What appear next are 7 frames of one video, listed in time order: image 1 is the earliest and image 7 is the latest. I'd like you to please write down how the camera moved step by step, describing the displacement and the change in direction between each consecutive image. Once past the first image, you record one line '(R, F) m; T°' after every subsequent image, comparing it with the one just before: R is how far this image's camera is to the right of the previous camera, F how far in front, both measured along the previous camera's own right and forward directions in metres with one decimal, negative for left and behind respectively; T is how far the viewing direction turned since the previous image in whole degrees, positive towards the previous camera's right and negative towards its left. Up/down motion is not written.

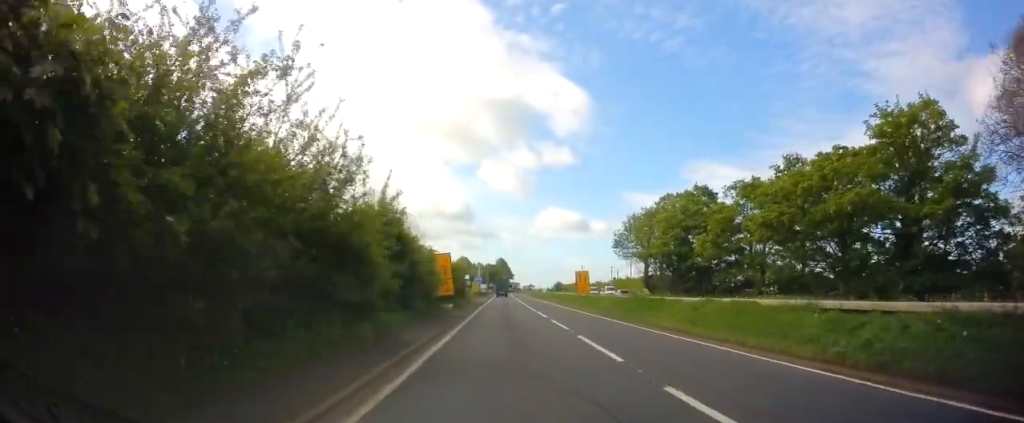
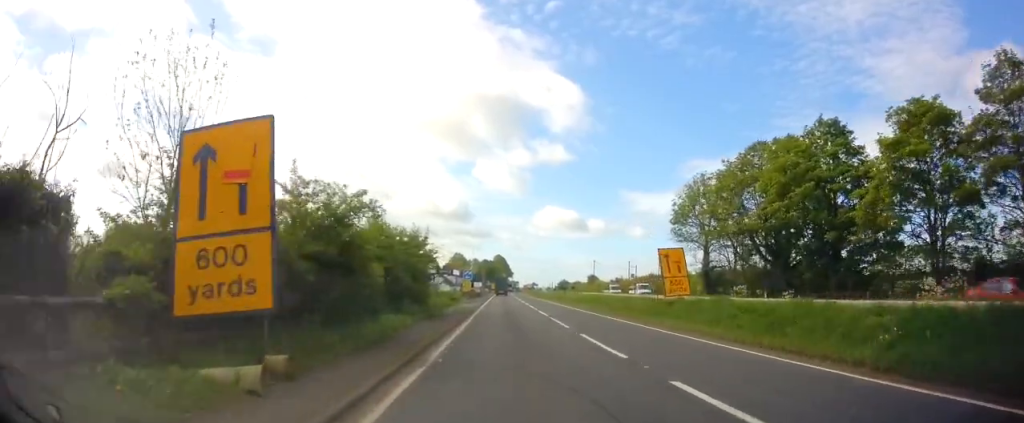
(-0.1, +25.4) m; 0°
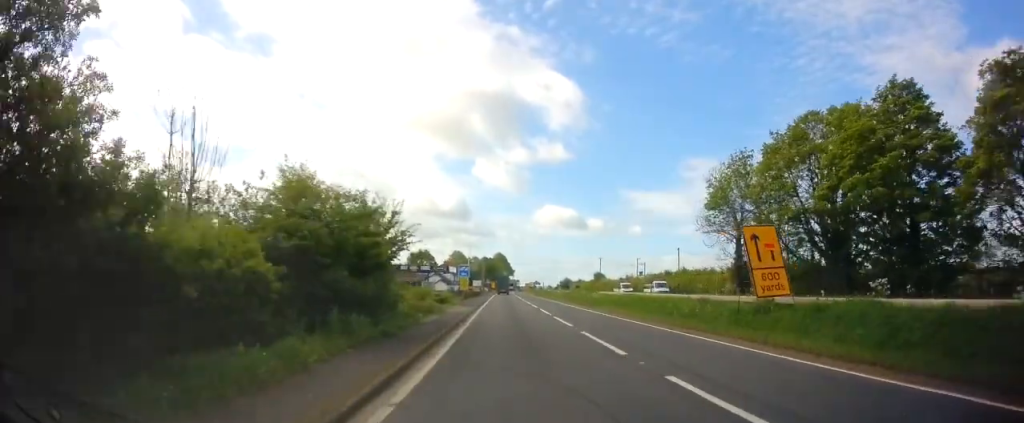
(0.0, +8.2) m; +1°
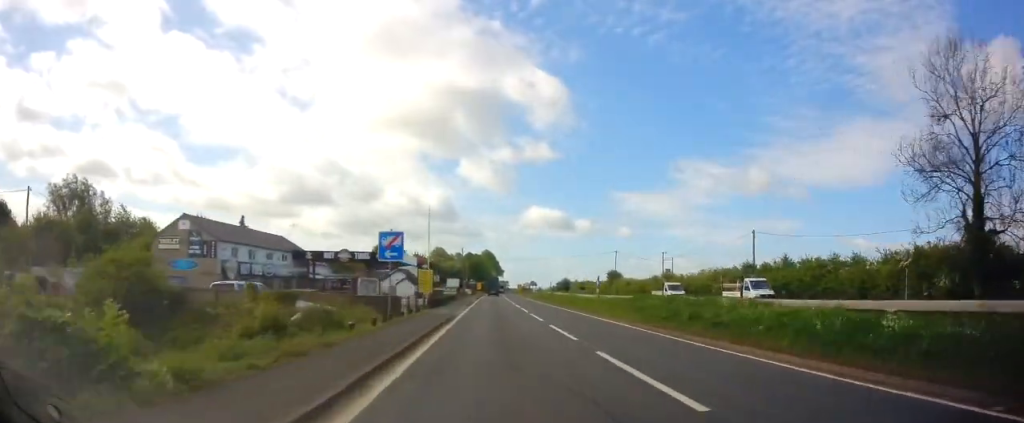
(+0.5, +30.9) m; +1°
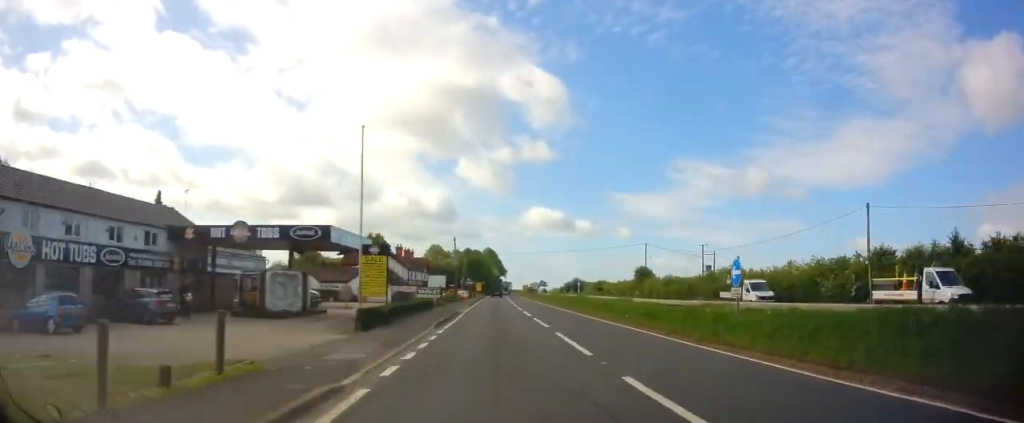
(-0.1, +20.4) m; -1°
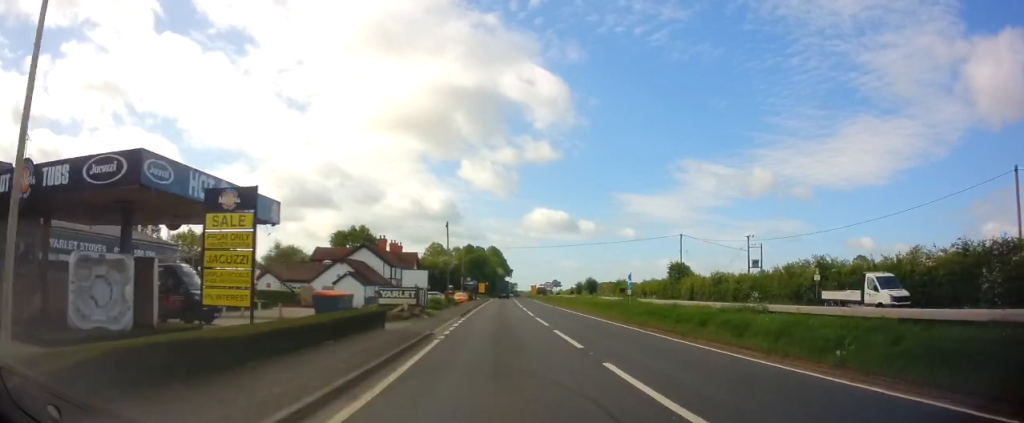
(-0.1, +15.4) m; 0°
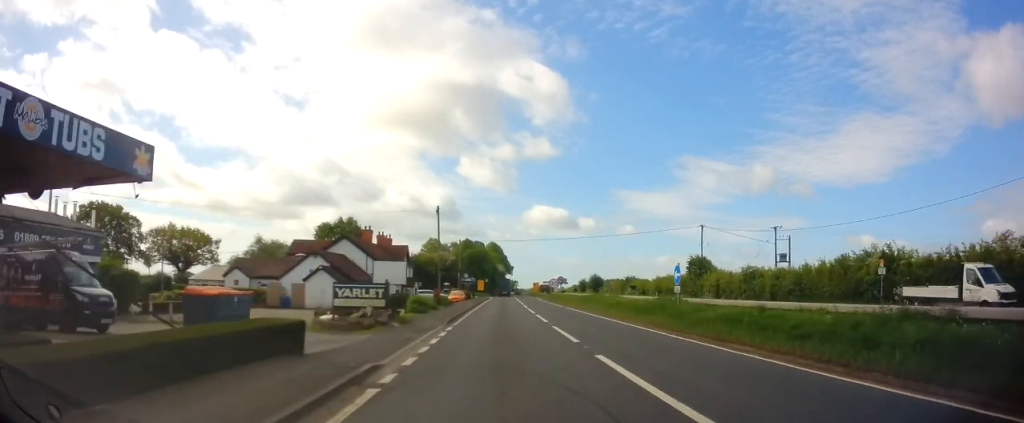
(0.0, +7.9) m; +1°
